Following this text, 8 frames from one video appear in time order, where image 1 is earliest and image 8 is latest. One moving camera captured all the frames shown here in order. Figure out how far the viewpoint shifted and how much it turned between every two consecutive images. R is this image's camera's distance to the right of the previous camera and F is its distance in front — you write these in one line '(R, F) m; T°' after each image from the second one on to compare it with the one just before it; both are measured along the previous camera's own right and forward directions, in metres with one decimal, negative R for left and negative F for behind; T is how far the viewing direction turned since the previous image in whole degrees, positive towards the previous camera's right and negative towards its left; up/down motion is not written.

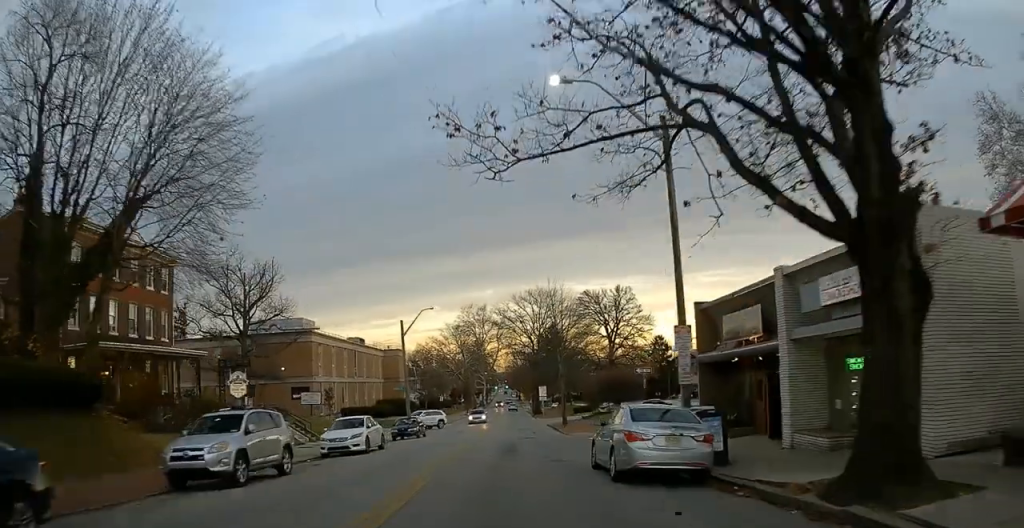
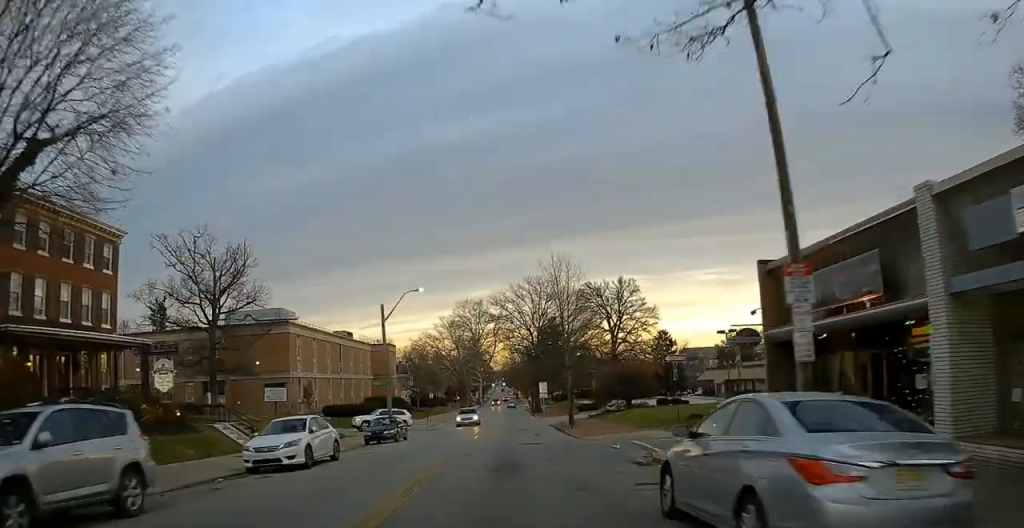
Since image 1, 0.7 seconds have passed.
(+0.3, +7.0) m; 0°
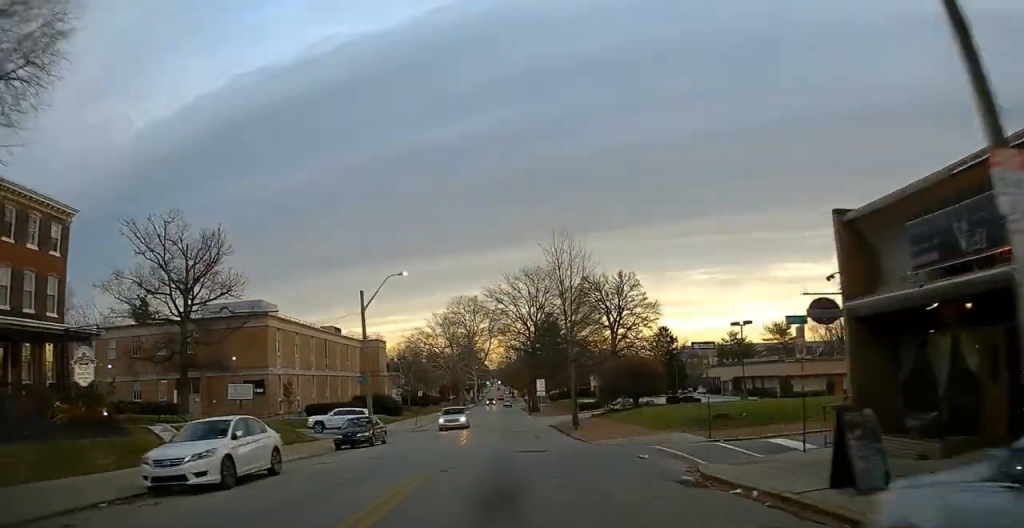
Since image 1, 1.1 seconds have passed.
(-0.1, +5.1) m; -1°
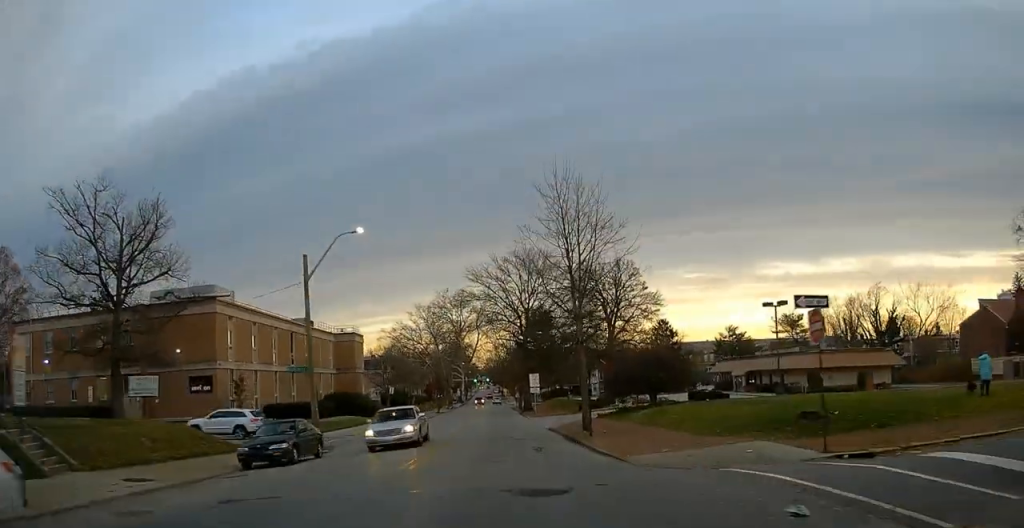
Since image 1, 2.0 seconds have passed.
(-0.2, +9.6) m; -1°
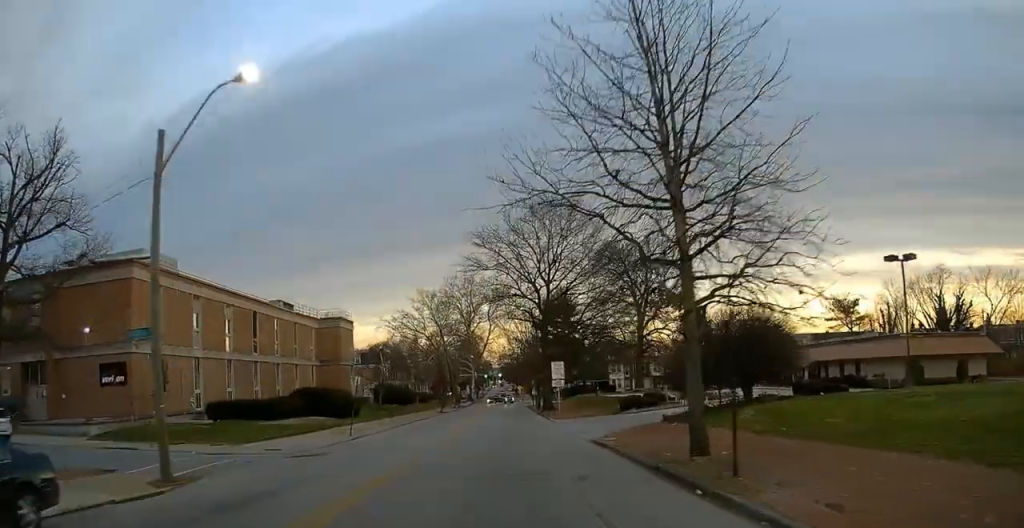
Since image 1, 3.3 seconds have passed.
(+0.1, +15.0) m; -9°
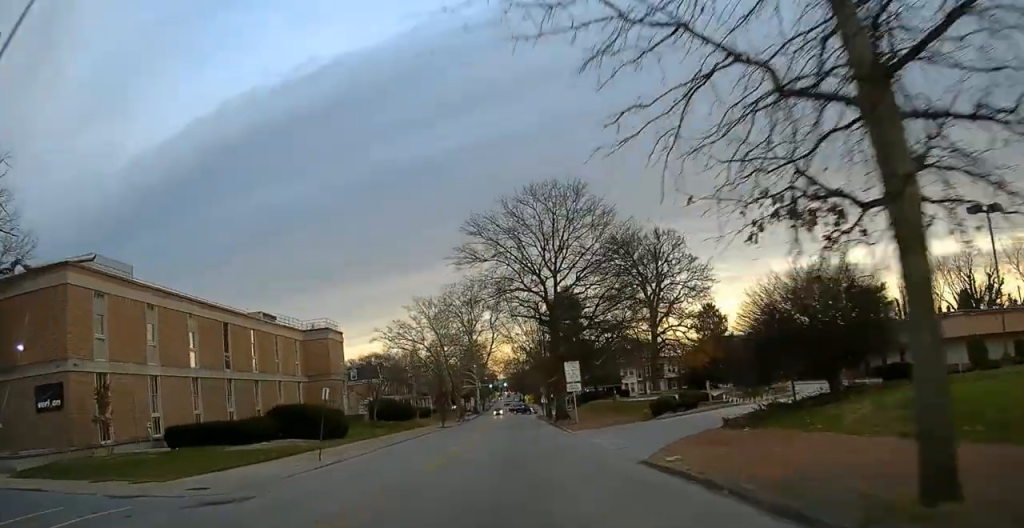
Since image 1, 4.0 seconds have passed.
(-0.2, +6.4) m; -3°
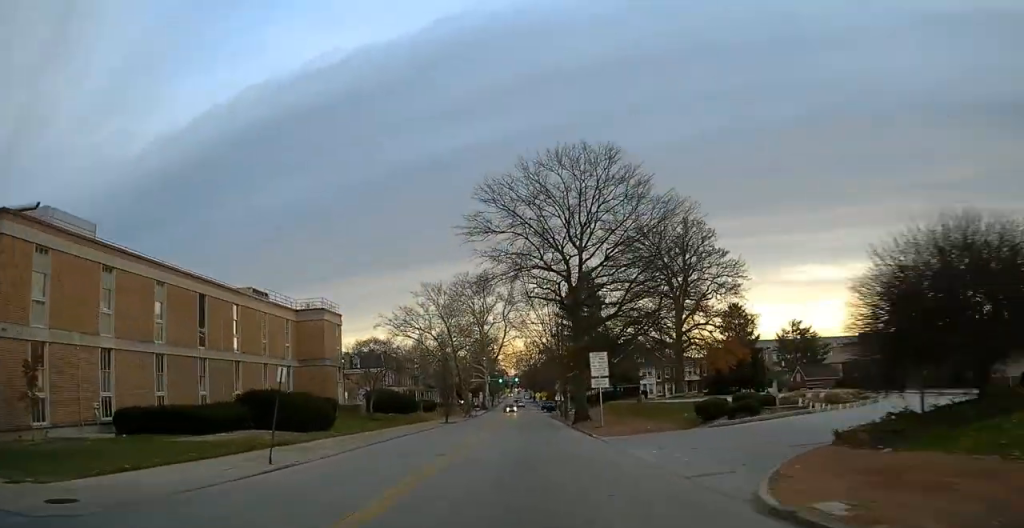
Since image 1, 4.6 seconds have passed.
(-2.0, +5.1) m; +8°
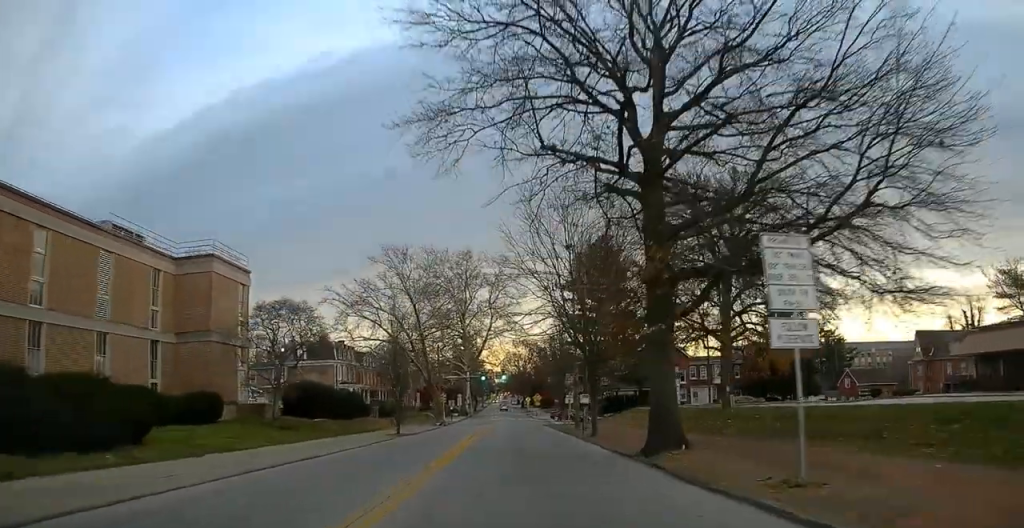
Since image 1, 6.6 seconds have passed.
(+6.3, +25.0) m; +9°
